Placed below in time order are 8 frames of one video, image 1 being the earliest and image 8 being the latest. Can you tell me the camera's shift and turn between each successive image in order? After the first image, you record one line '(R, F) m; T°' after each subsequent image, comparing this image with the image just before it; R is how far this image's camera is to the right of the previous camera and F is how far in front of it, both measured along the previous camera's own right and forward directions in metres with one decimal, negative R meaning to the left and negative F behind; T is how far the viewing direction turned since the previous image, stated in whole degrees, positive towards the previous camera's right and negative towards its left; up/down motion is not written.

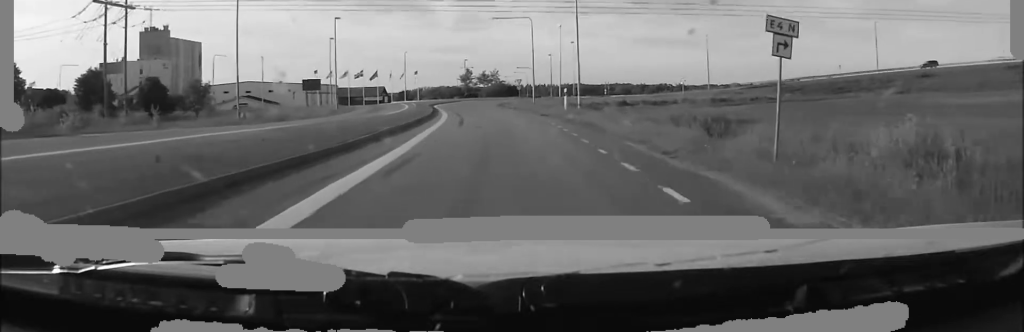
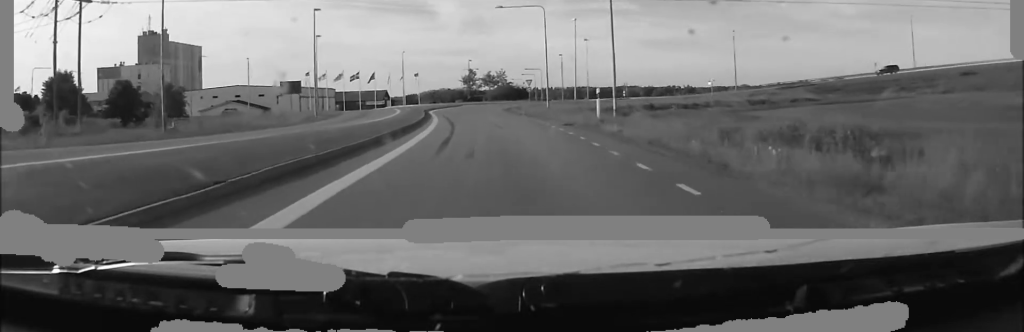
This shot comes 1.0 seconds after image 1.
(0.0, +12.1) m; -1°
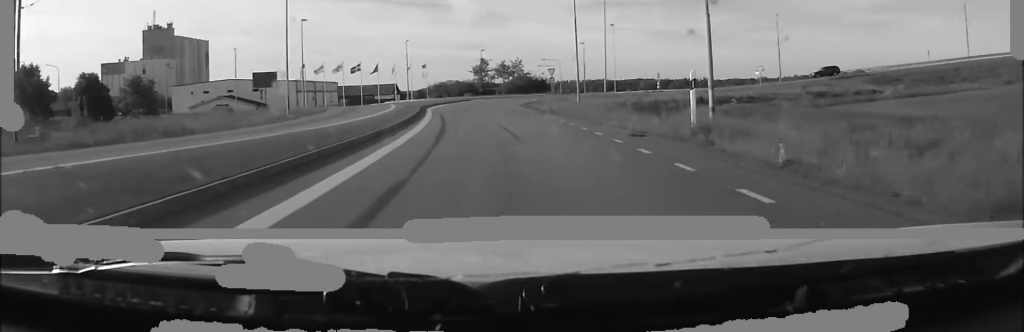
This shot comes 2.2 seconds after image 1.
(-0.2, +14.2) m; 0°
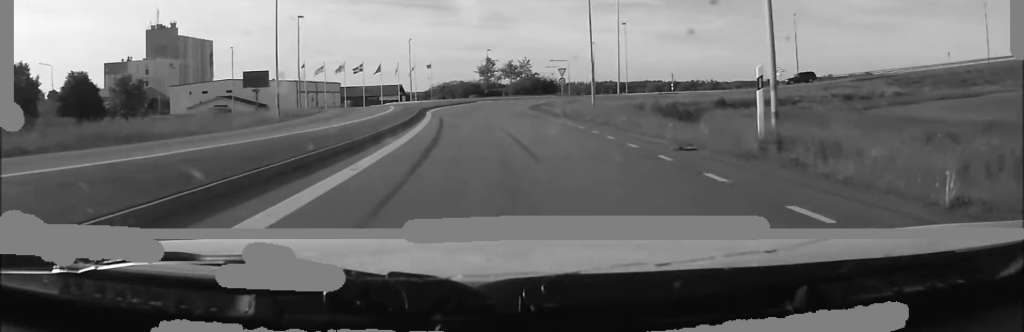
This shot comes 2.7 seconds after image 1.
(+0.1, +4.7) m; +1°
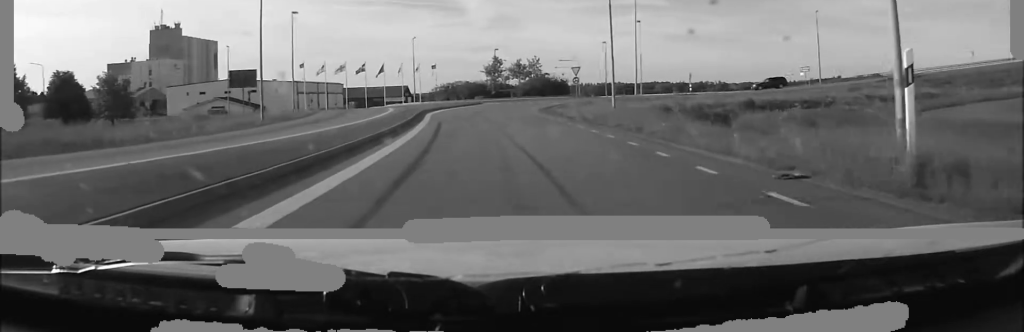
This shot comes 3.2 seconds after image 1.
(+0.1, +5.7) m; +1°
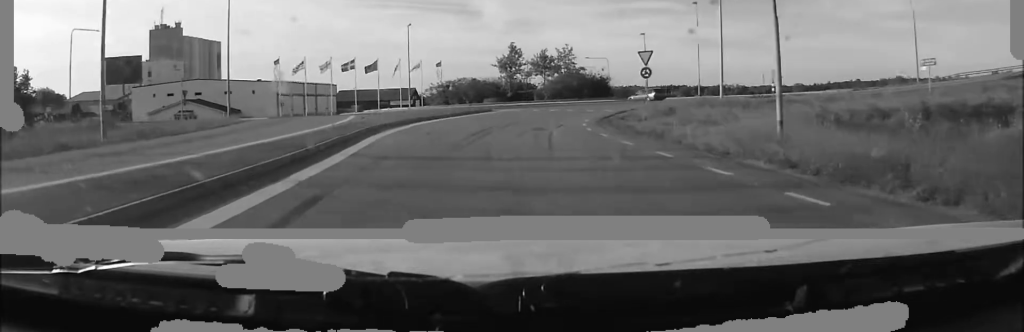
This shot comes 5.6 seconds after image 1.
(0.0, +22.1) m; 0°
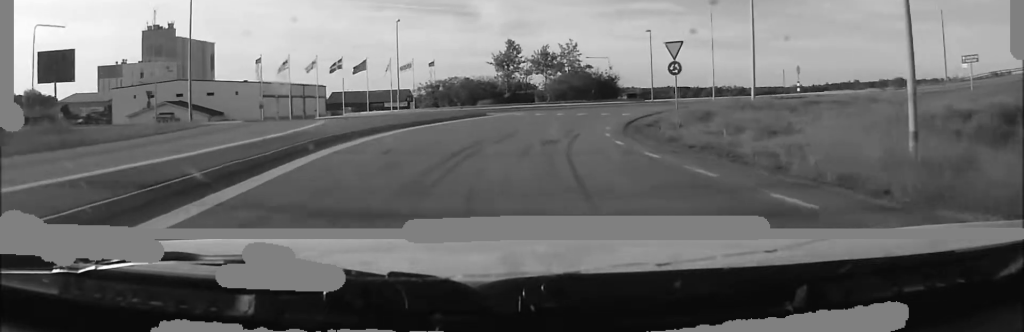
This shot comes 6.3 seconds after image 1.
(0.0, +6.4) m; 0°
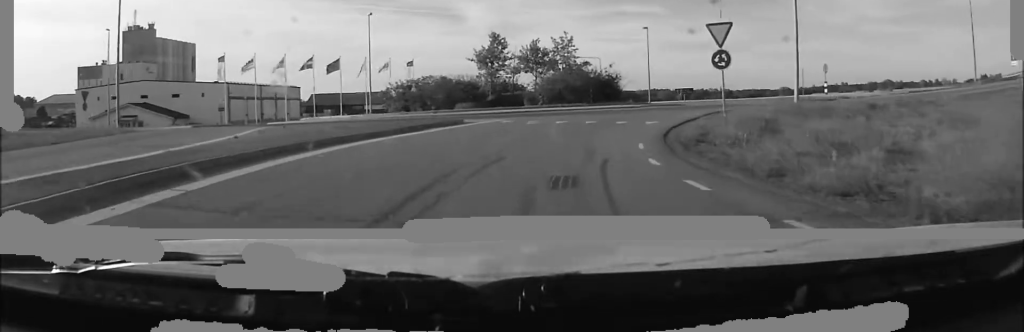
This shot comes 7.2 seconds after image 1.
(0.0, +7.6) m; 0°
